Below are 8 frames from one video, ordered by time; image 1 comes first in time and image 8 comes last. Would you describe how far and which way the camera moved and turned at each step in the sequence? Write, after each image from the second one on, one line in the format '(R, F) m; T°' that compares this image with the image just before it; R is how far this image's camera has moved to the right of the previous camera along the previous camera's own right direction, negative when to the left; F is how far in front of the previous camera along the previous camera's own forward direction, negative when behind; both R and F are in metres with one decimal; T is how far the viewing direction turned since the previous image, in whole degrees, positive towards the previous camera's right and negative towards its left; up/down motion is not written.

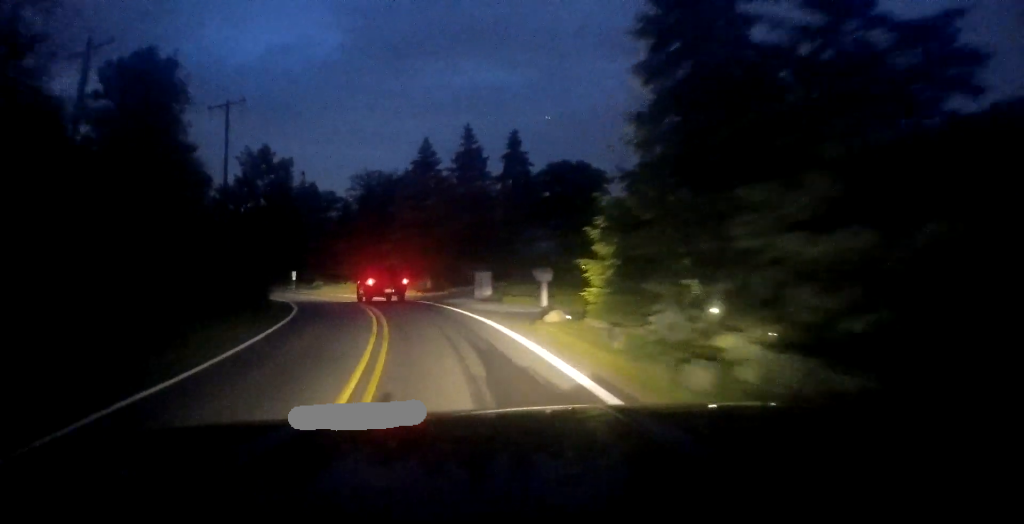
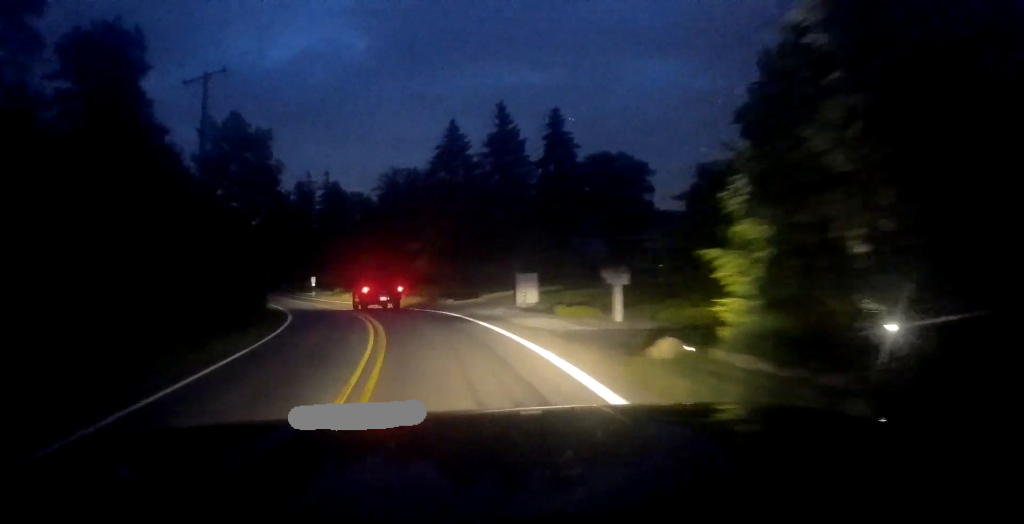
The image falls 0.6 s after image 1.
(-0.5, +6.7) m; -1°
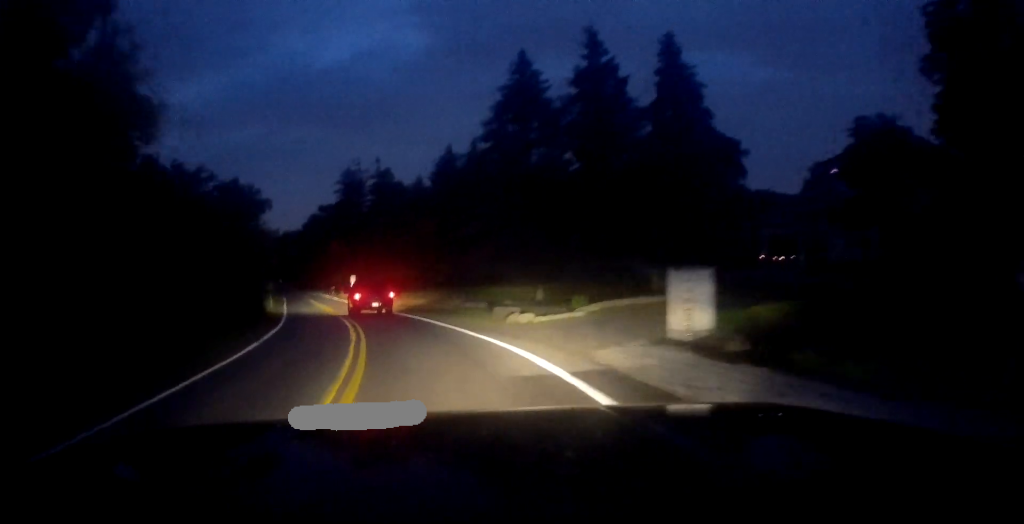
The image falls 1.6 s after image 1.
(+0.2, +12.7) m; -6°
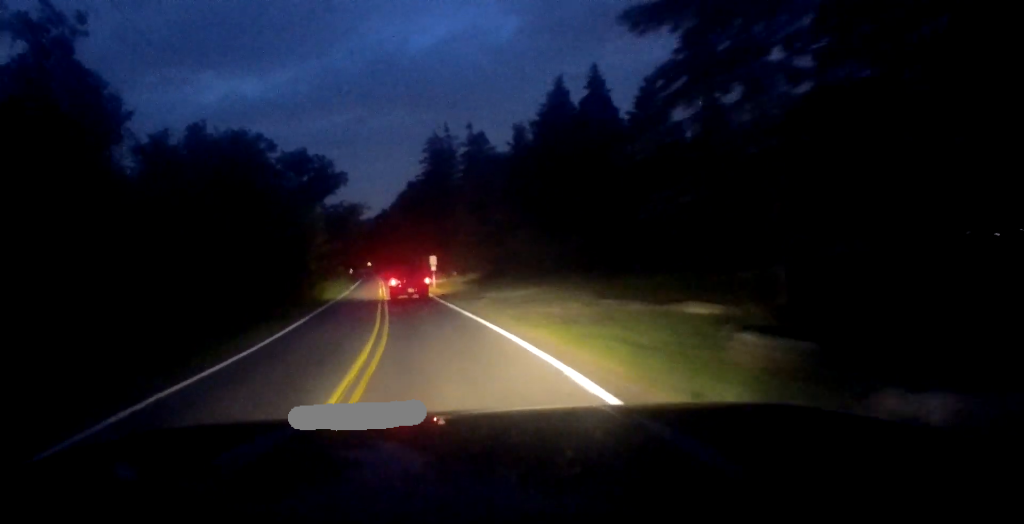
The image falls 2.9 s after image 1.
(-2.1, +15.0) m; -12°
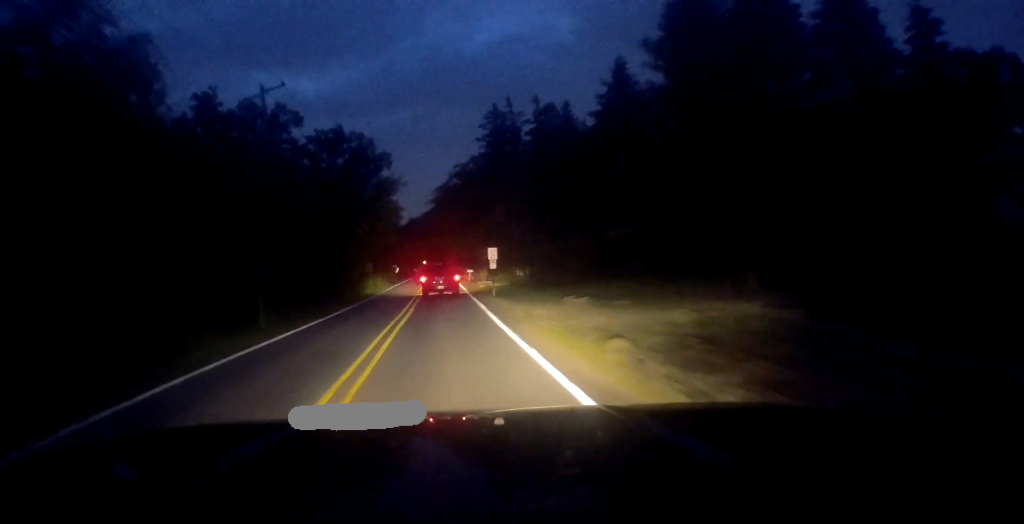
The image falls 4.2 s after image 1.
(-0.9, +15.8) m; -7°
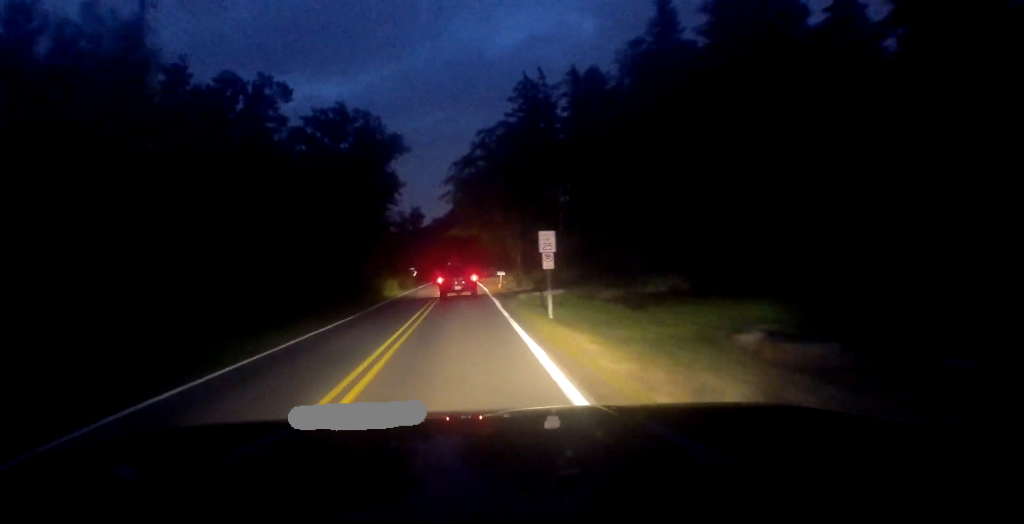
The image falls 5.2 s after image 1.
(-0.7, +13.9) m; -3°
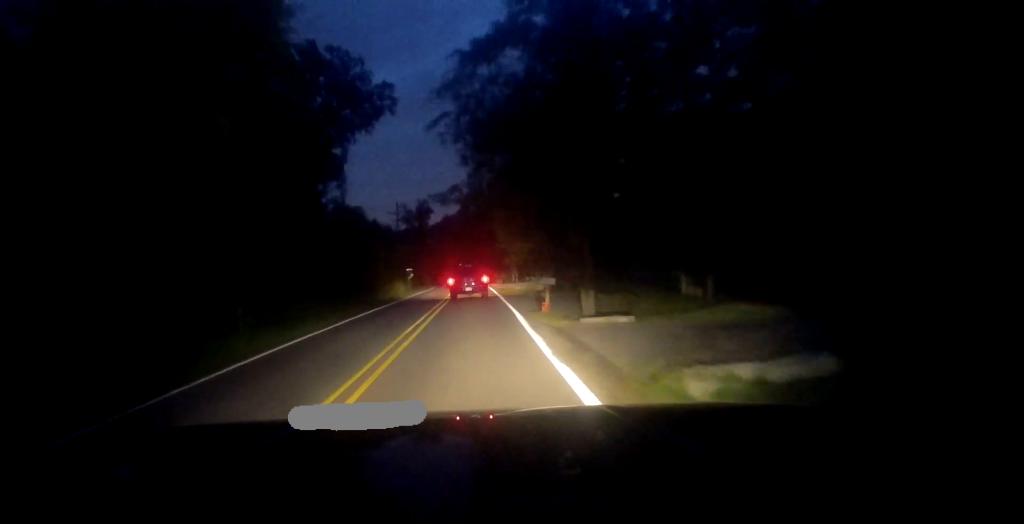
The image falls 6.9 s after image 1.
(0.0, +21.4) m; -1°
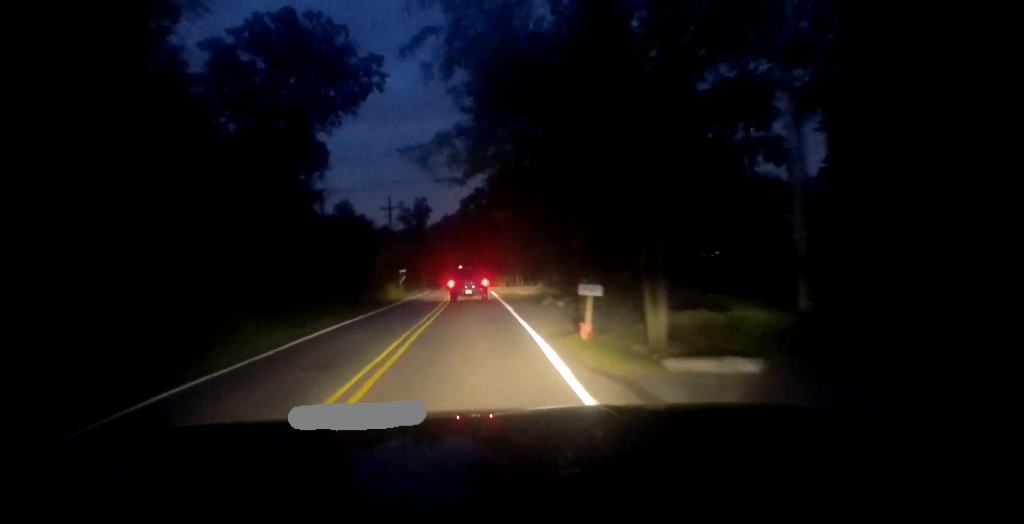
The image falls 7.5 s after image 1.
(-0.1, +7.6) m; 0°
